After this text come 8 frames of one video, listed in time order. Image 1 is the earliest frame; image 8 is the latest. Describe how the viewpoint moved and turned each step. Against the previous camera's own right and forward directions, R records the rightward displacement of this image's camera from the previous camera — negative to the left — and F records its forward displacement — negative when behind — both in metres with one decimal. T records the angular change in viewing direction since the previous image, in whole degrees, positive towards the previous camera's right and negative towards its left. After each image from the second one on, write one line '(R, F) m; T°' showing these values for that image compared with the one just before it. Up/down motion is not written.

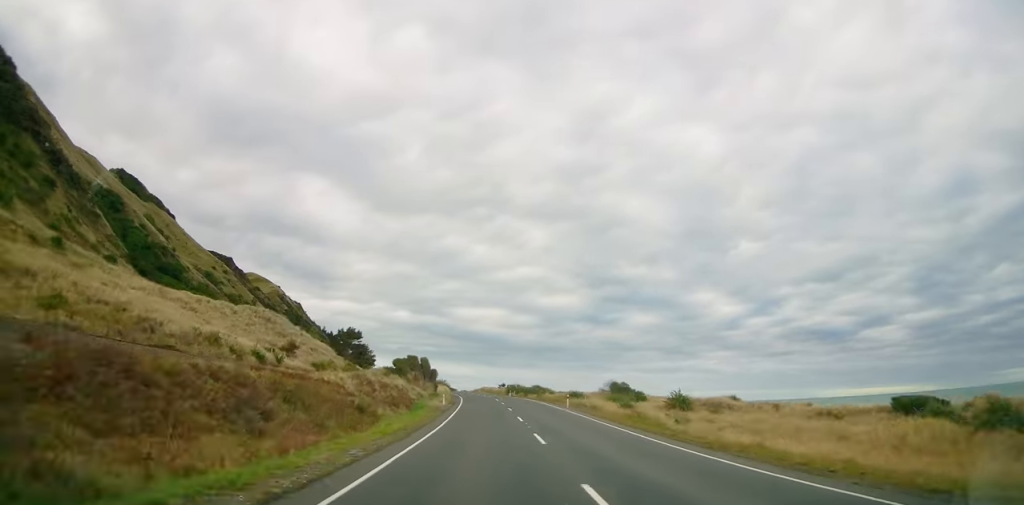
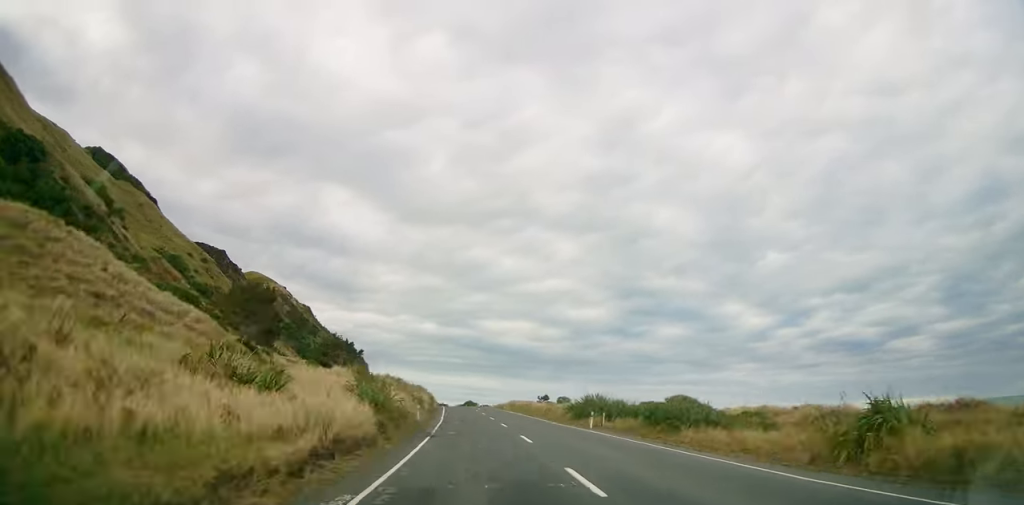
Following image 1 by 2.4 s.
(+0.3, +56.7) m; -2°
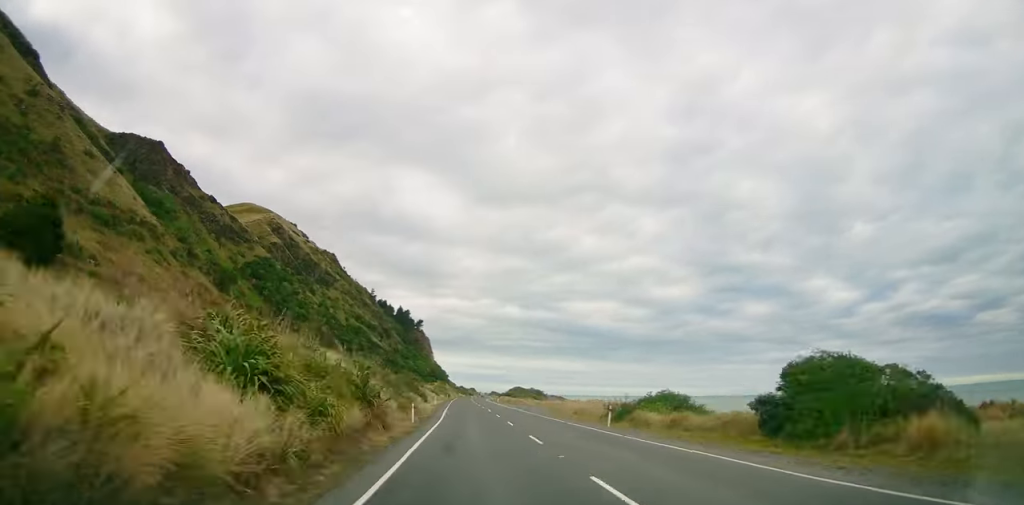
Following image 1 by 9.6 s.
(-13.3, +170.1) m; -7°
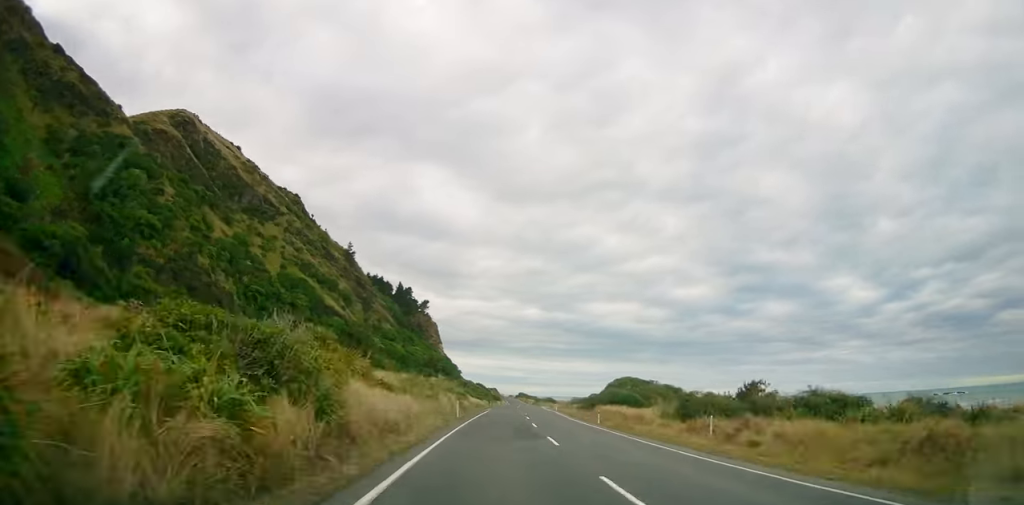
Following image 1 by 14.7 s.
(-1.9, +121.8) m; +1°
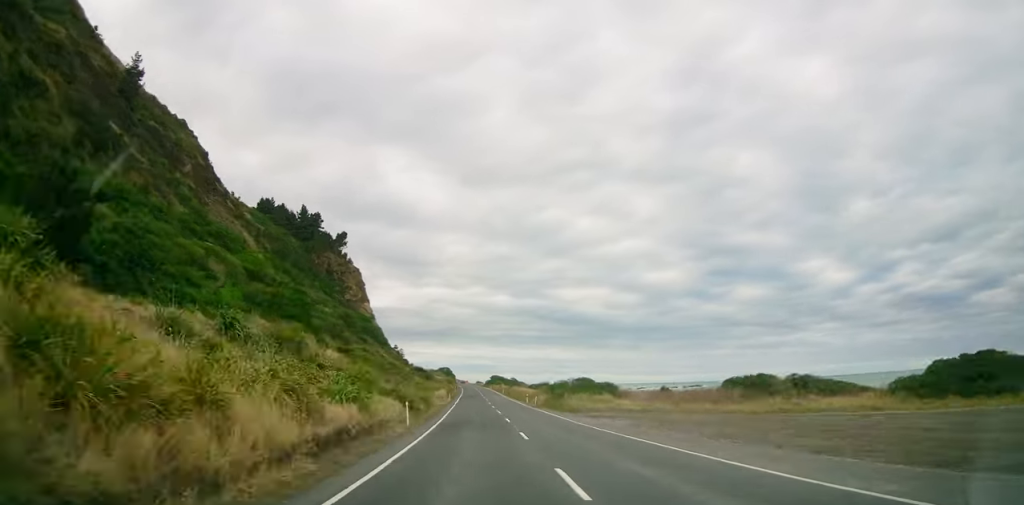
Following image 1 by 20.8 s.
(+4.1, +150.5) m; 0°
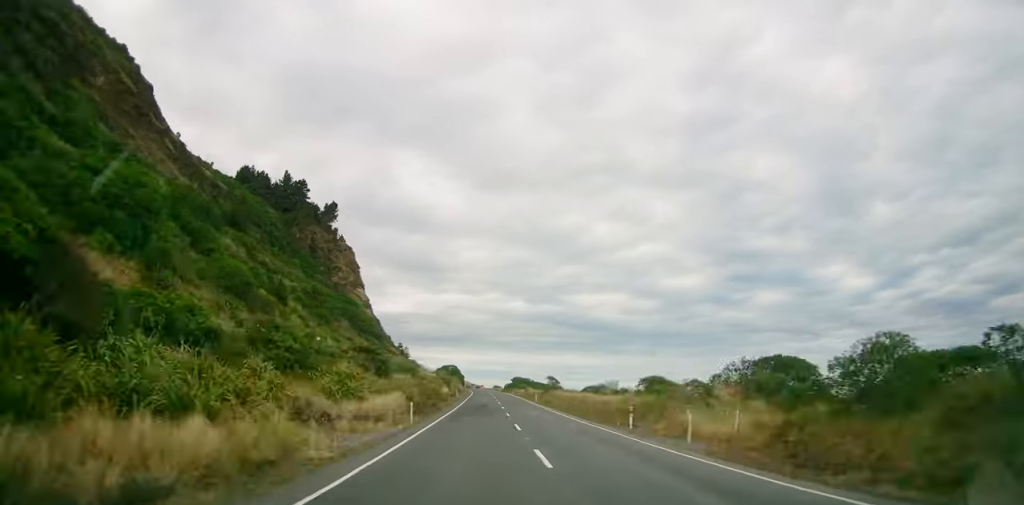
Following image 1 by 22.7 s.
(-0.1, +46.0) m; -1°
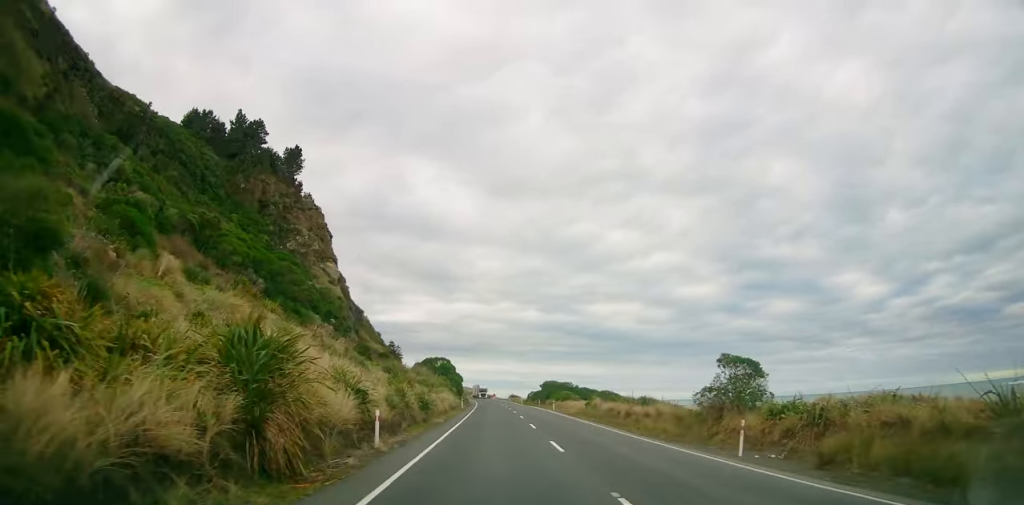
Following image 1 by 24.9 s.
(-1.1, +55.5) m; -2°
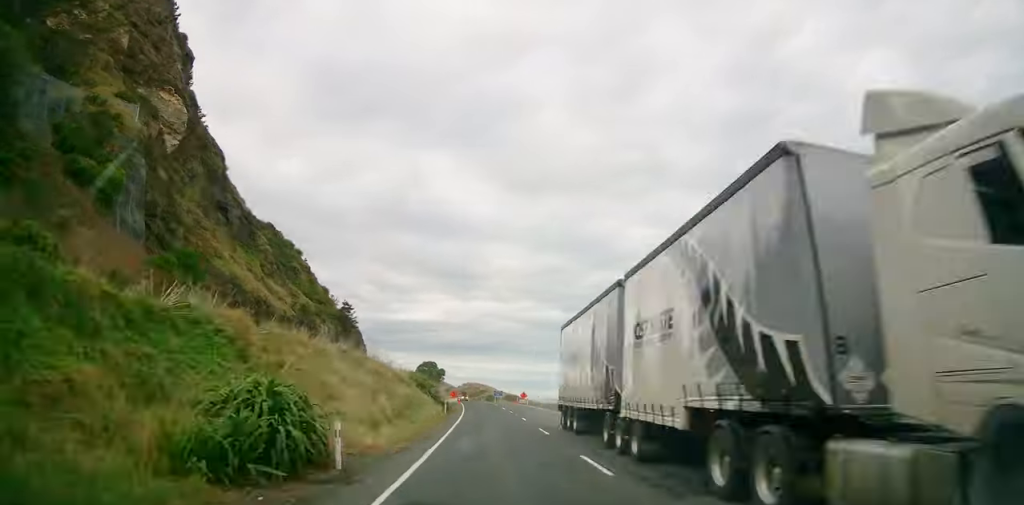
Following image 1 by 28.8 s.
(-2.1, +91.7) m; -3°
